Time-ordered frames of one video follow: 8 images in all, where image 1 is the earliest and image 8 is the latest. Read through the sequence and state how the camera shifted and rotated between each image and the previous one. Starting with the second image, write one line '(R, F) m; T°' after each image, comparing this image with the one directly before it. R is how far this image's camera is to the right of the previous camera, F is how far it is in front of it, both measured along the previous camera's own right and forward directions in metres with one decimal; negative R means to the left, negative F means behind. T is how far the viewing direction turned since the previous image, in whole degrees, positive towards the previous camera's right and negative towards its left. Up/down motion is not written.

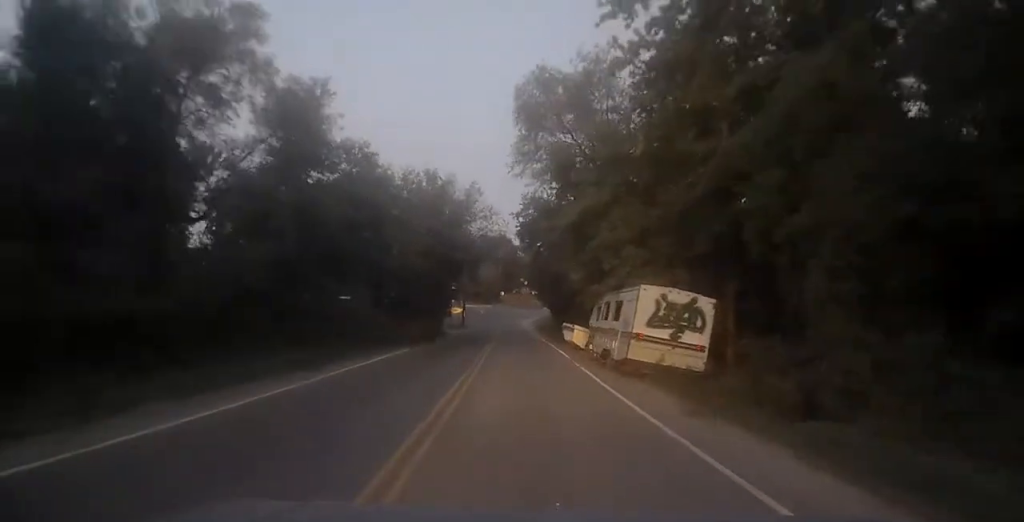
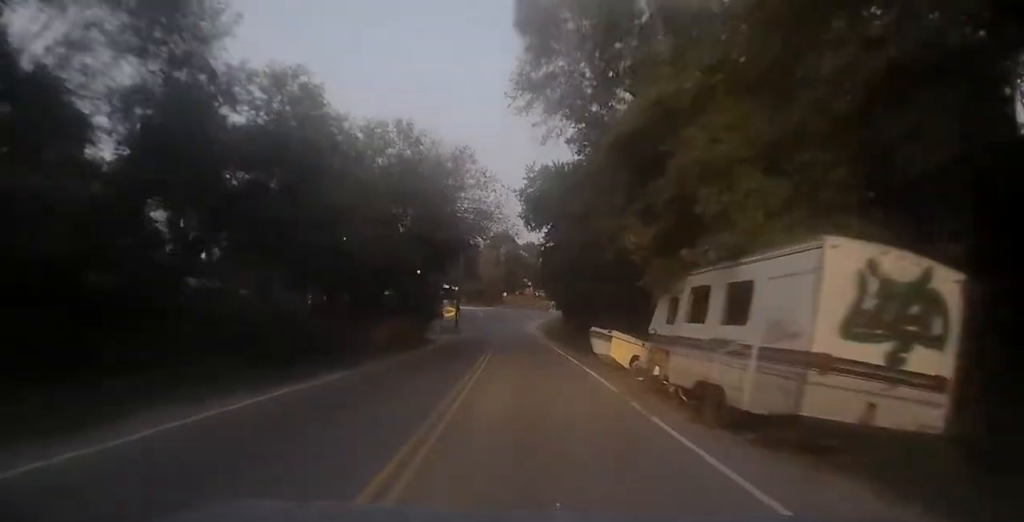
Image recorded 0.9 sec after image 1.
(0.0, +11.4) m; -1°
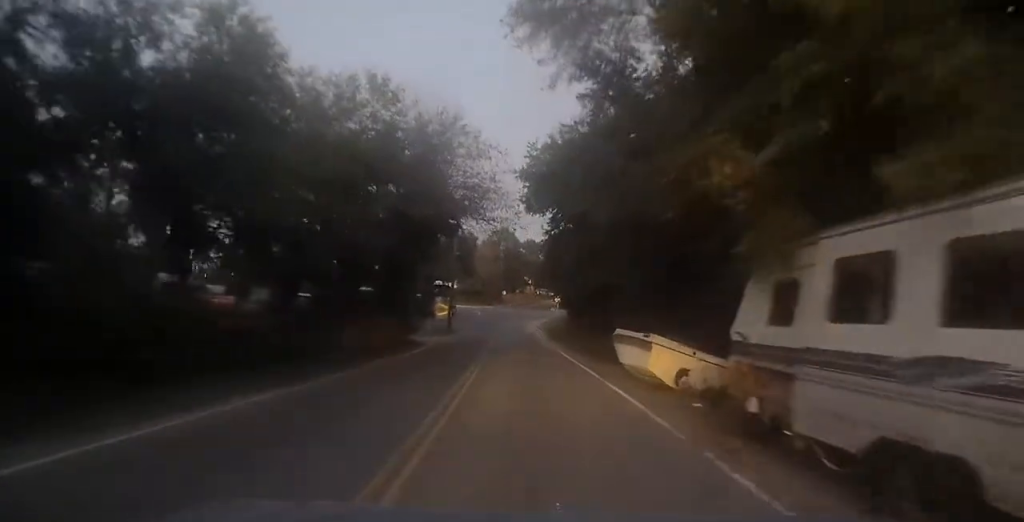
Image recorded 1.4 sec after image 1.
(-0.1, +5.9) m; 0°
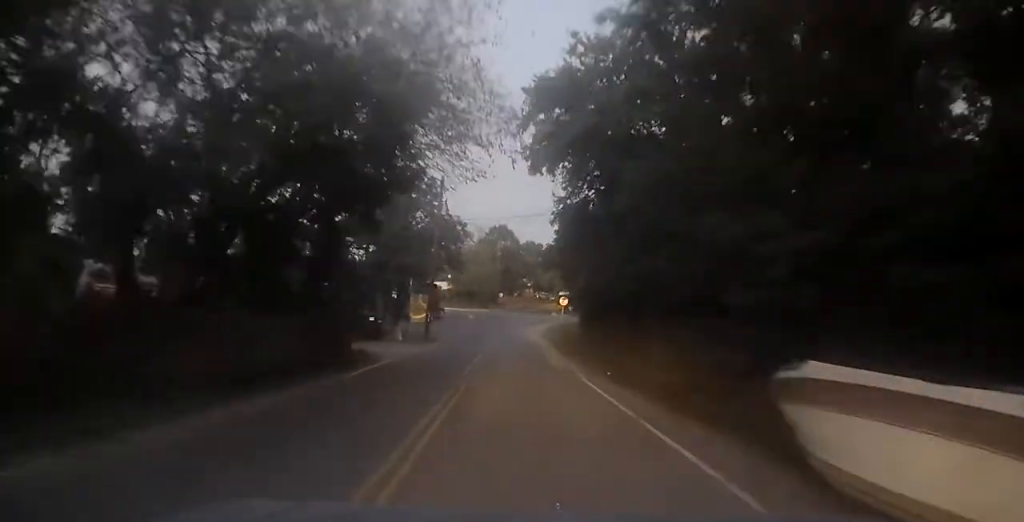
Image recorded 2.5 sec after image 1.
(-0.1, +12.0) m; 0°
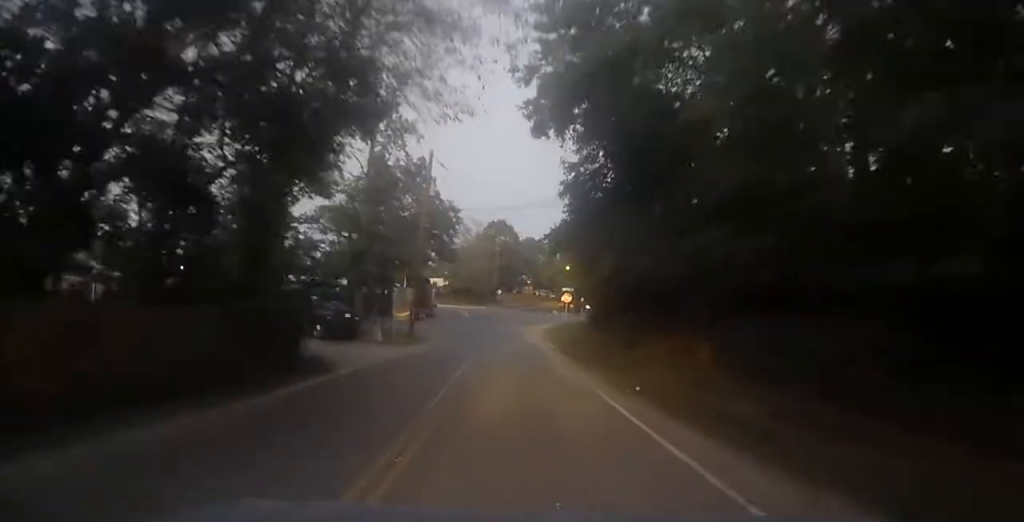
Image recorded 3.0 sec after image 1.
(+0.1, +5.9) m; 0°
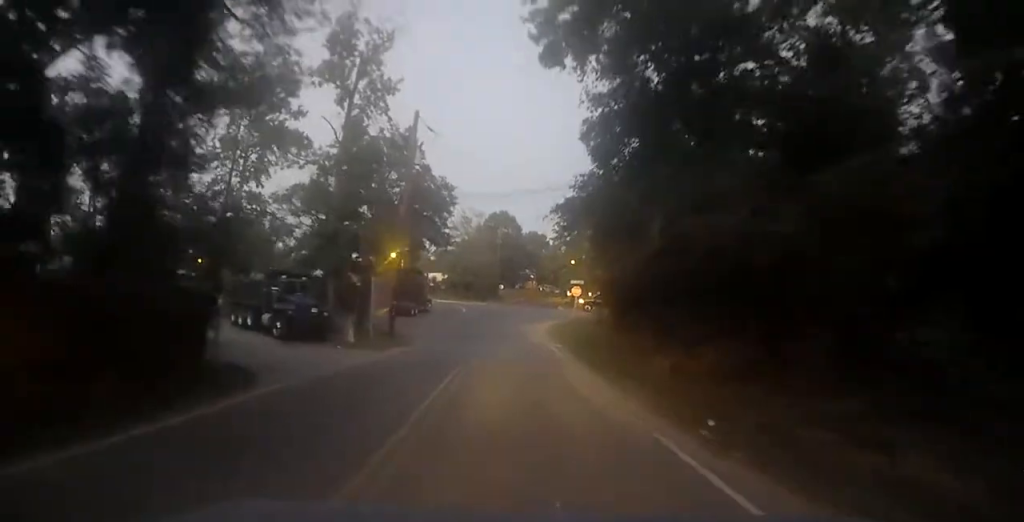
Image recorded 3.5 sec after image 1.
(-0.1, +6.2) m; 0°
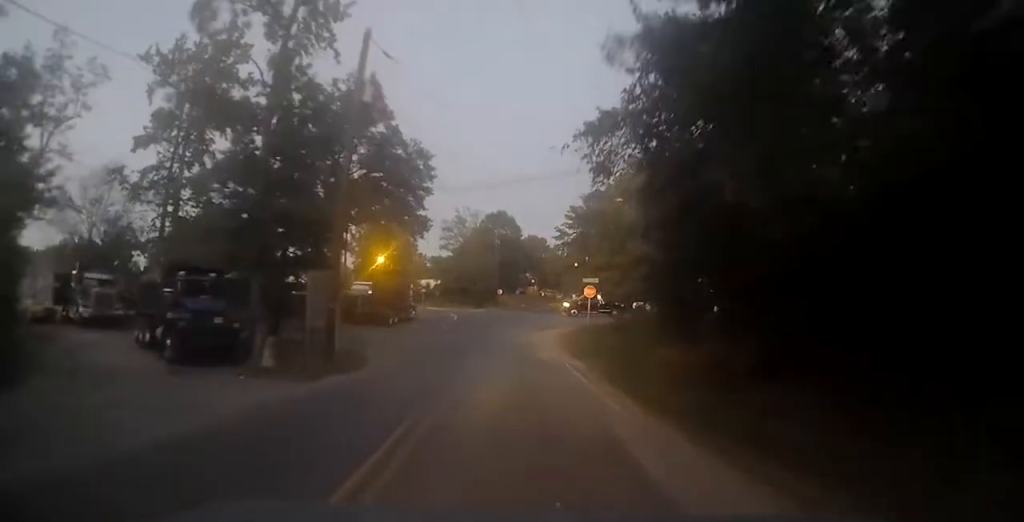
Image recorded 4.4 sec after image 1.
(-0.1, +9.6) m; -1°
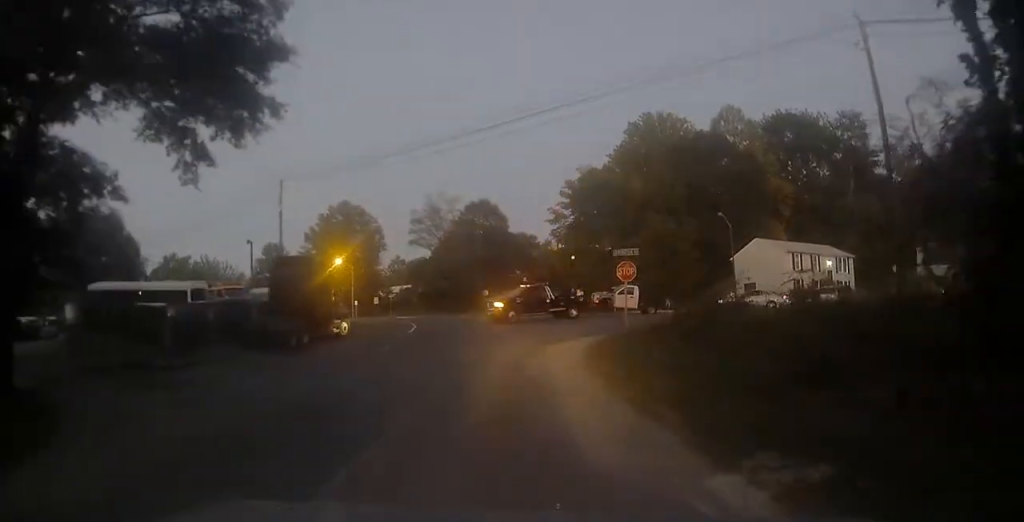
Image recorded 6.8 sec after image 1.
(-0.5, +21.5) m; -3°
